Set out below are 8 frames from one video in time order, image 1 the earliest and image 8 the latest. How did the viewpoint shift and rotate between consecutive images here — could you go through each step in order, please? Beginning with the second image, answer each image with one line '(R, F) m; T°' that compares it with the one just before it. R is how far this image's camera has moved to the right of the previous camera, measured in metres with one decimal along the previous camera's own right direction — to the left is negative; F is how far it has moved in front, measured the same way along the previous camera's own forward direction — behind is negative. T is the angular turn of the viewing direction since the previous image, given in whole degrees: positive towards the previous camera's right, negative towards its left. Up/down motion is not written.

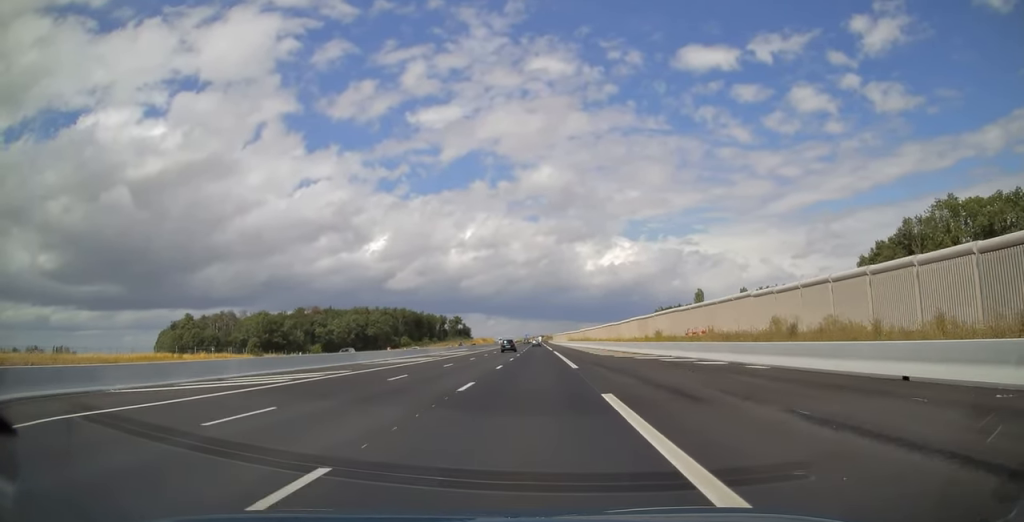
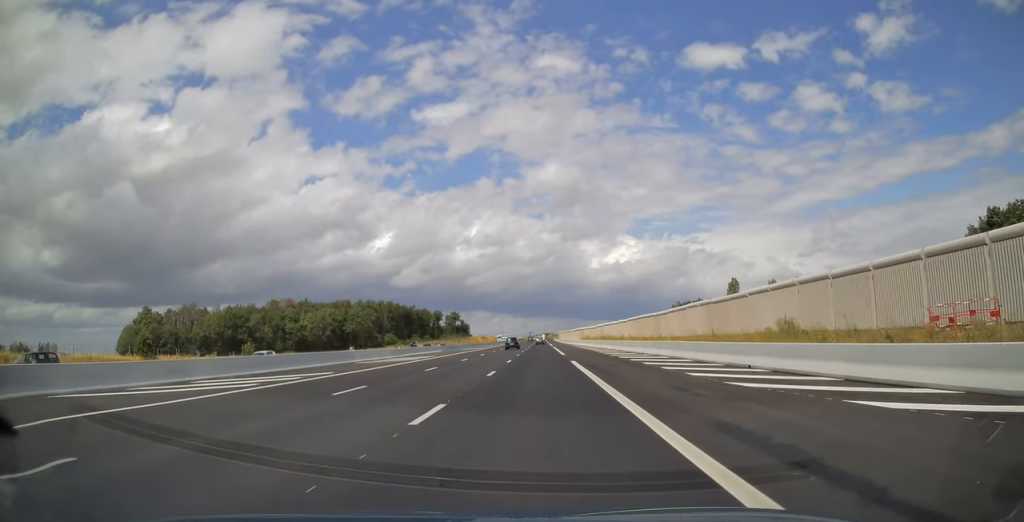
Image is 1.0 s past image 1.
(-0.1, +32.7) m; -1°
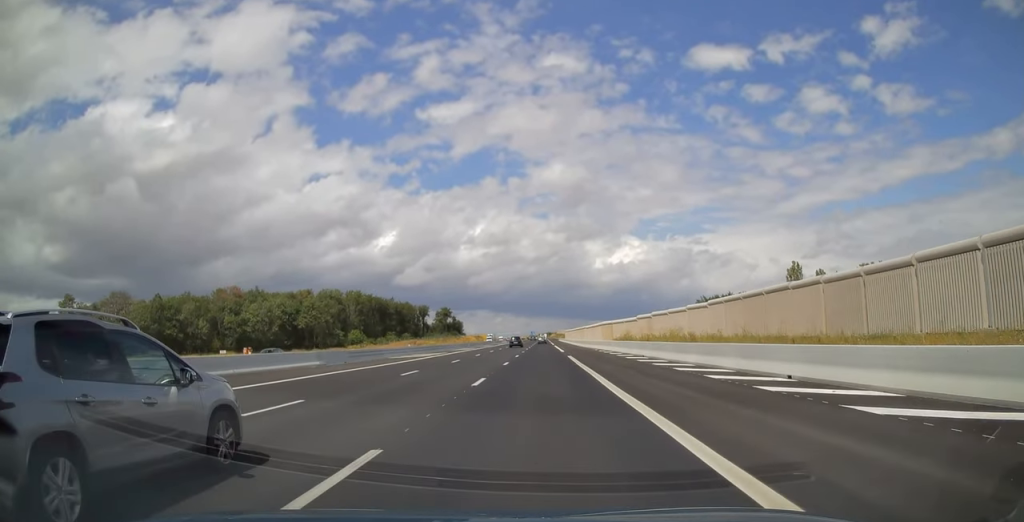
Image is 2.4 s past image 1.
(-0.2, +44.6) m; -1°
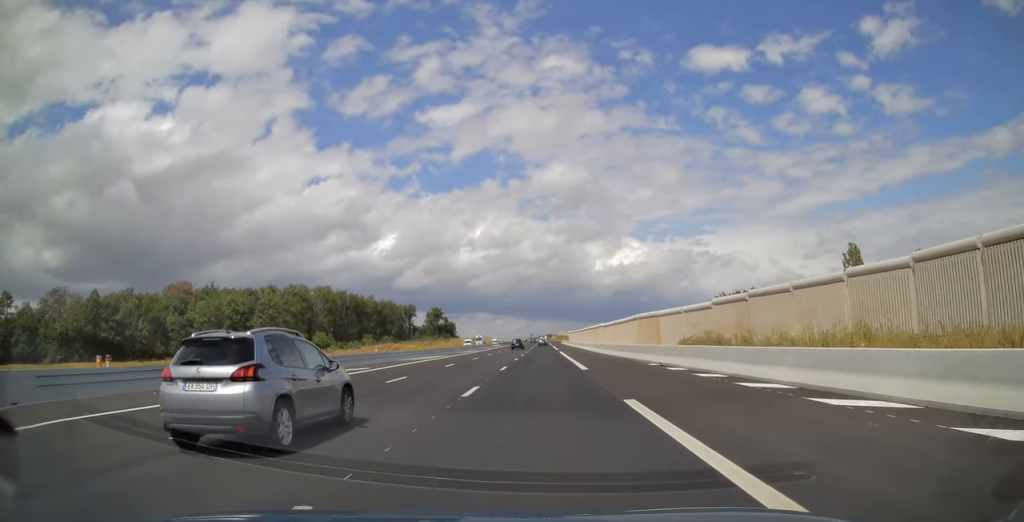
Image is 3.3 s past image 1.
(0.0, +28.4) m; 0°
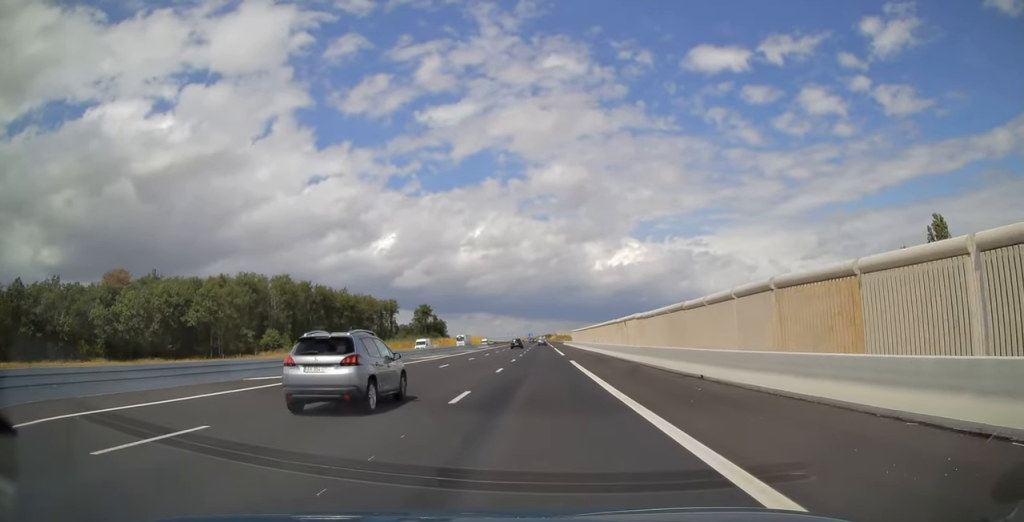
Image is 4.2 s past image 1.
(0.0, +27.9) m; 0°
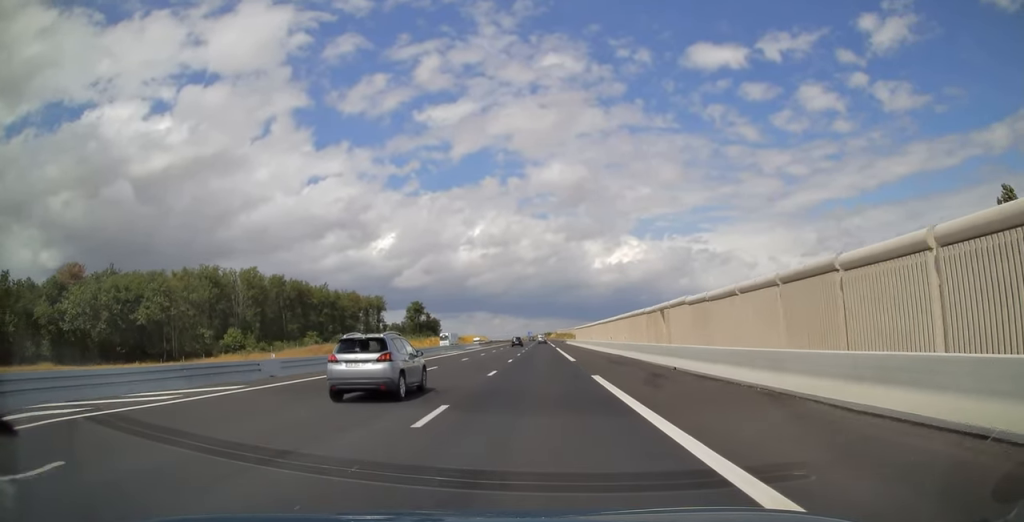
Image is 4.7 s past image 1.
(0.0, +16.6) m; 0°
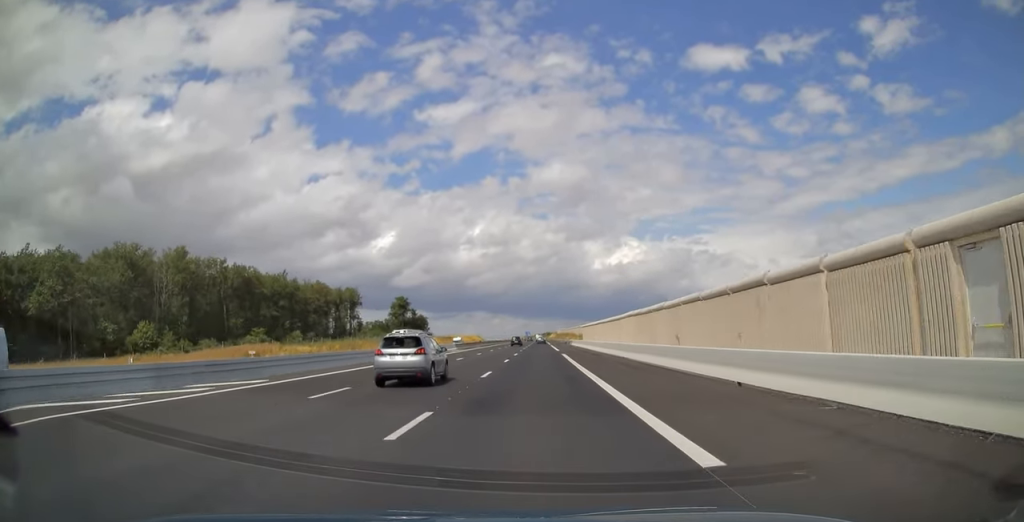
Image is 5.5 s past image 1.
(-0.1, +27.5) m; 0°
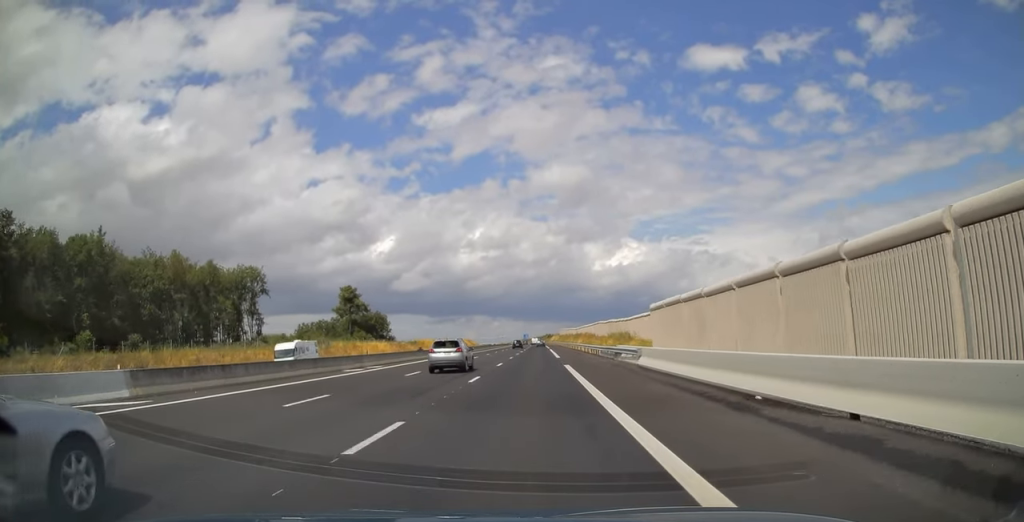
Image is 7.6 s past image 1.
(+0.3, +66.1) m; 0°
